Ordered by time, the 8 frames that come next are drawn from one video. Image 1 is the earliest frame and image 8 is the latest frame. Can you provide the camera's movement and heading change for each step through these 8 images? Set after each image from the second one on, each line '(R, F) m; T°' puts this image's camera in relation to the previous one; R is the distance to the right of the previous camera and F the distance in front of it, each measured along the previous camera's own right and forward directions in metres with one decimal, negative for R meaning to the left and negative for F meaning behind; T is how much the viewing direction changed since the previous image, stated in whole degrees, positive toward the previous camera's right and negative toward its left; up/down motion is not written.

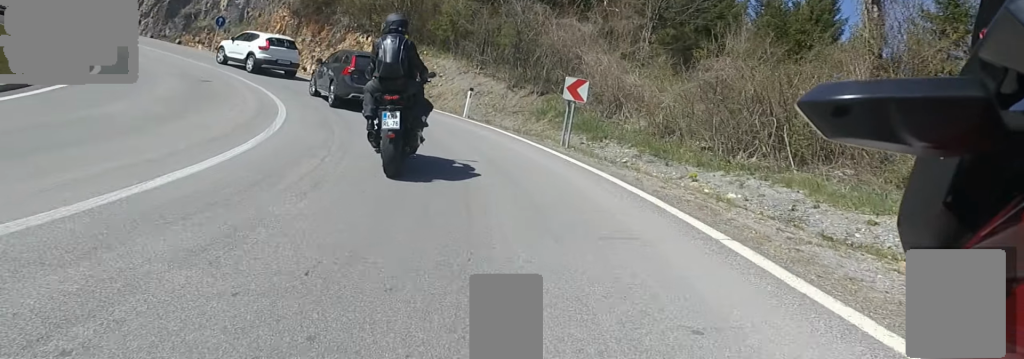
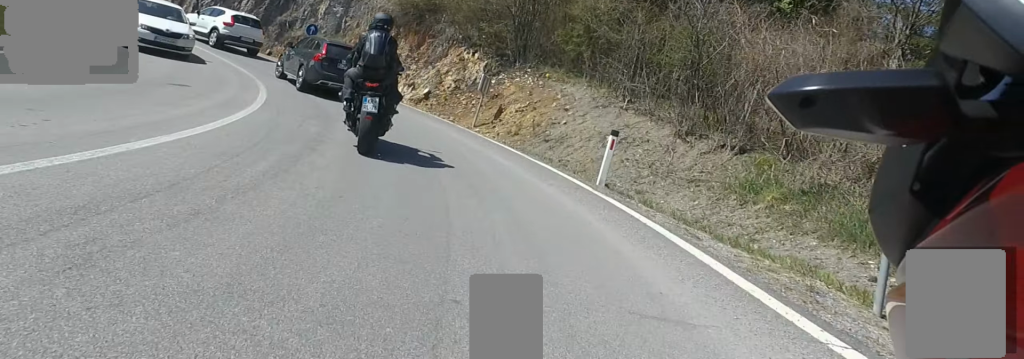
(-2.2, +7.0) m; -22°
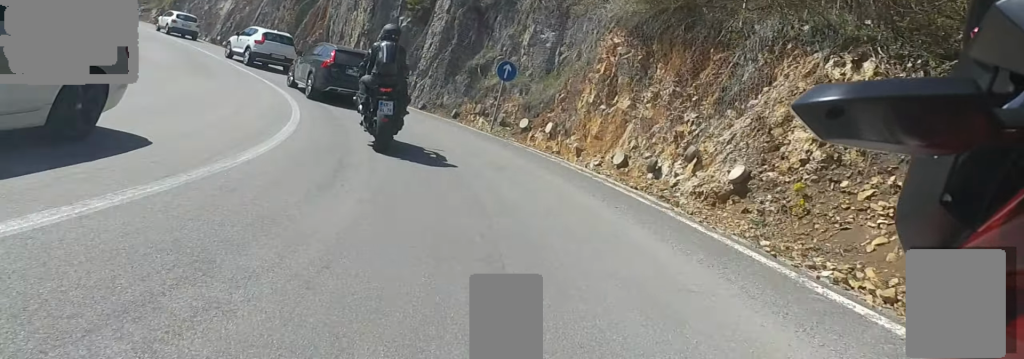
(-1.8, +10.9) m; -16°
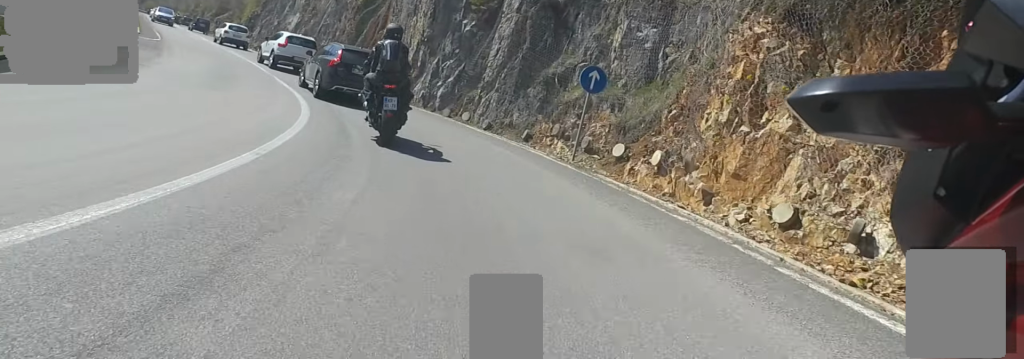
(0.0, +3.8) m; -8°
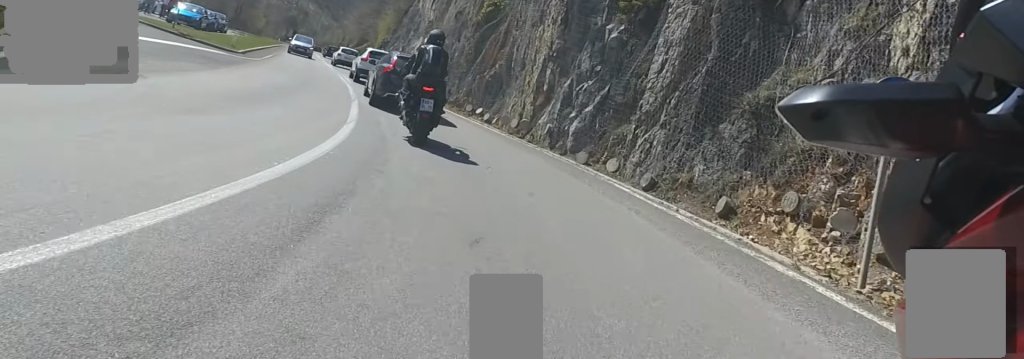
(-0.6, +5.3) m; -14°
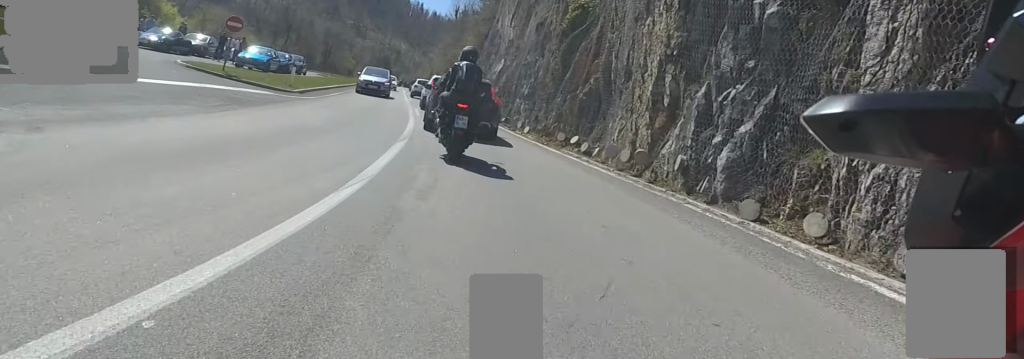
(-0.5, +3.9) m; -10°
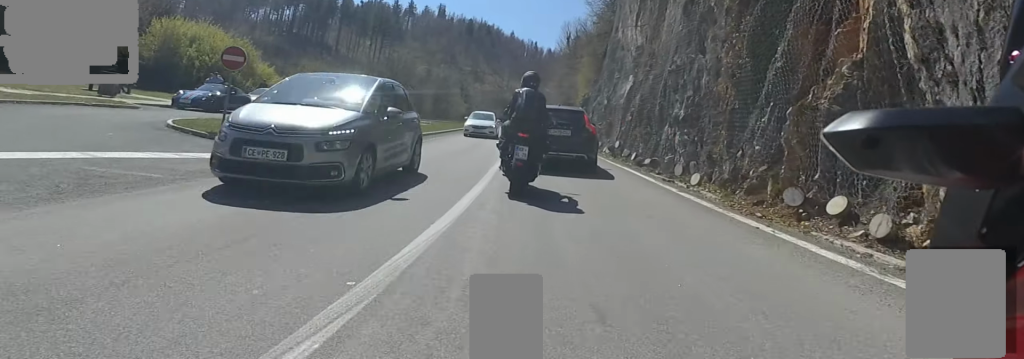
(-0.8, +8.4) m; -12°
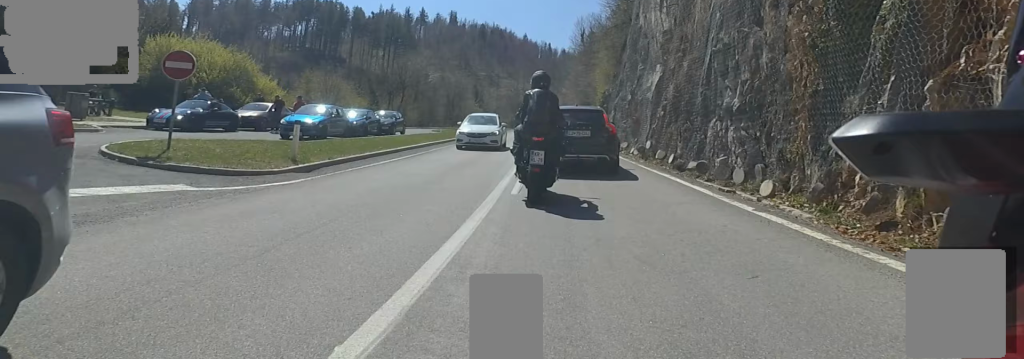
(-0.3, +3.0) m; -3°
